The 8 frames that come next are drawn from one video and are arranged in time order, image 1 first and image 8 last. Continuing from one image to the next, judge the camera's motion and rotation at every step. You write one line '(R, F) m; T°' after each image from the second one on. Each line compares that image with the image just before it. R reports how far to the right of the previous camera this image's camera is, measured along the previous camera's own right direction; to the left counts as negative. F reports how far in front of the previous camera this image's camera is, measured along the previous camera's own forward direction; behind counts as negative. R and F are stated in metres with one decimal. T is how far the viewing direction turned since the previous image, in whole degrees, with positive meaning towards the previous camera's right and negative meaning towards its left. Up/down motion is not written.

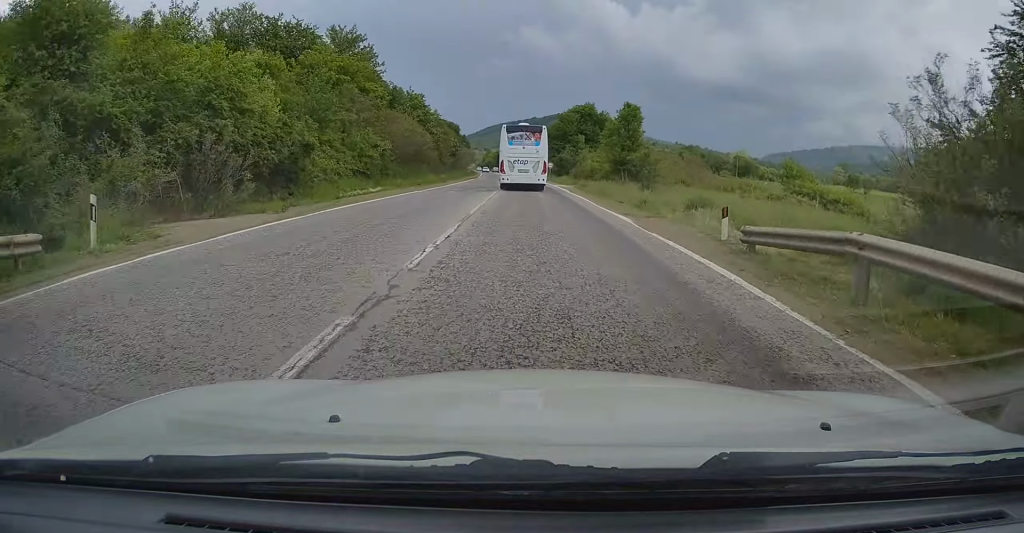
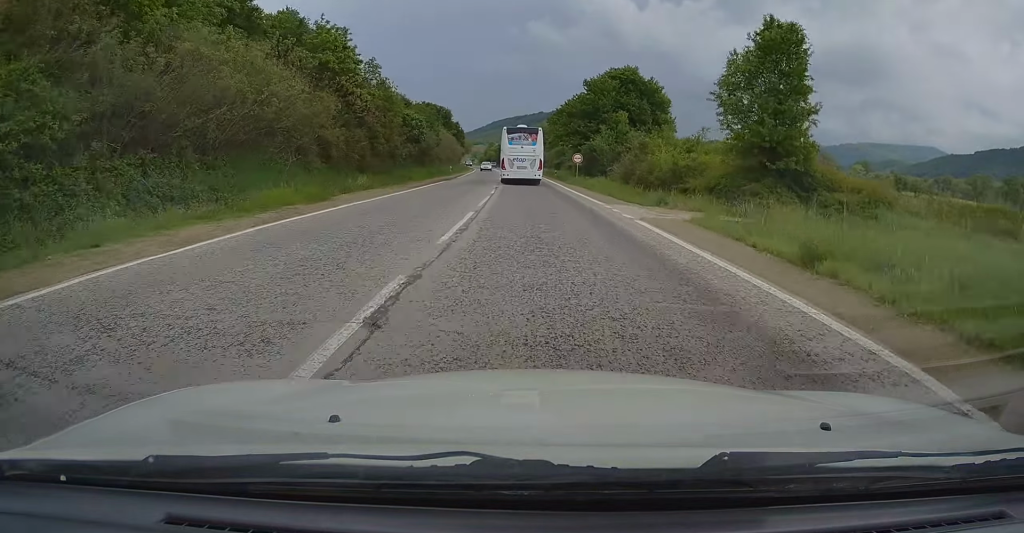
(-0.4, +34.1) m; -1°
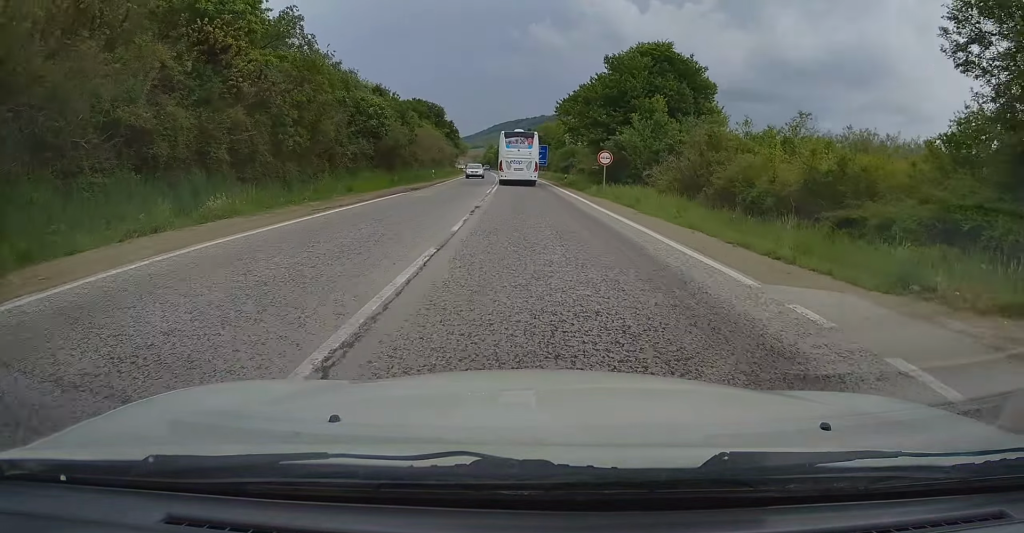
(0.0, +15.4) m; 0°
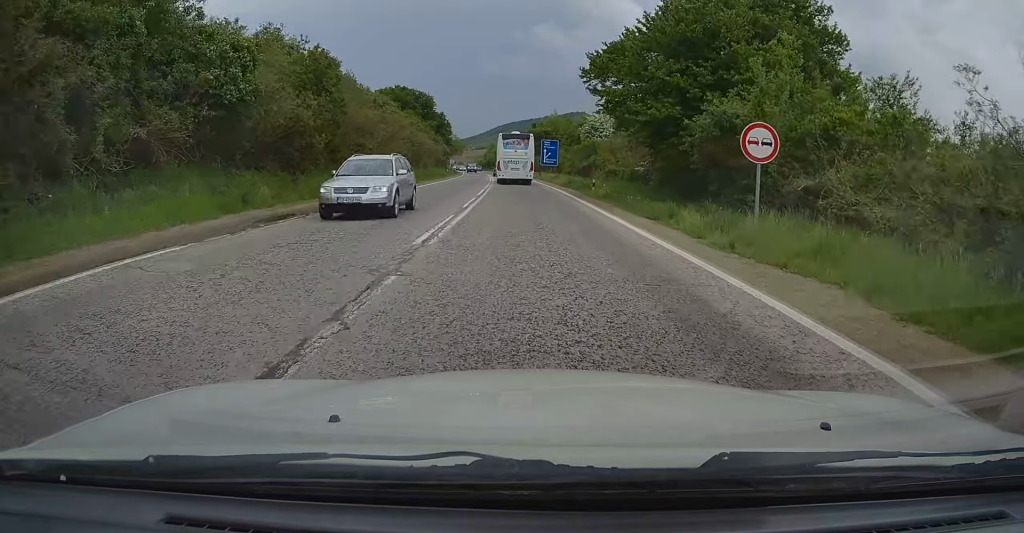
(0.0, +20.4) m; 0°
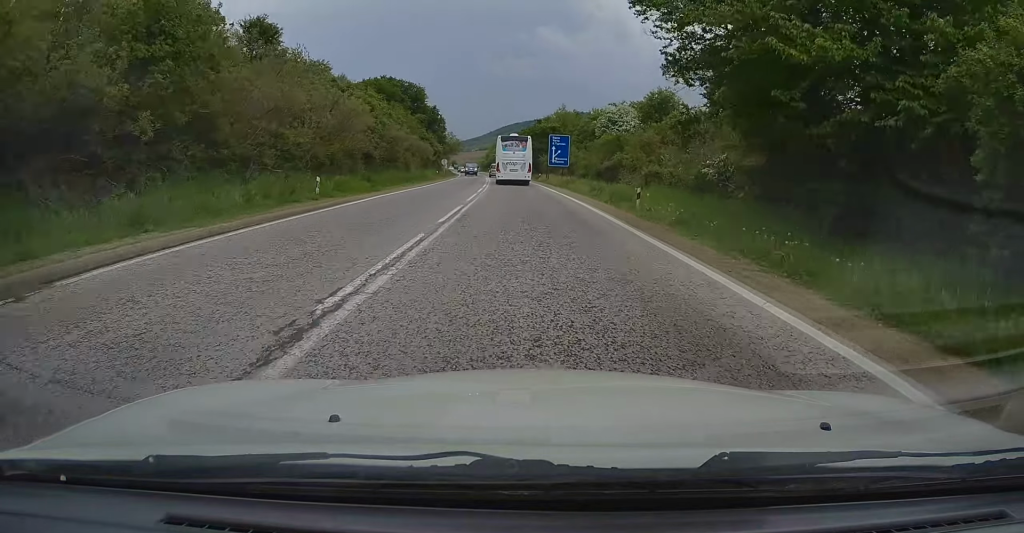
(-0.1, +13.2) m; 0°
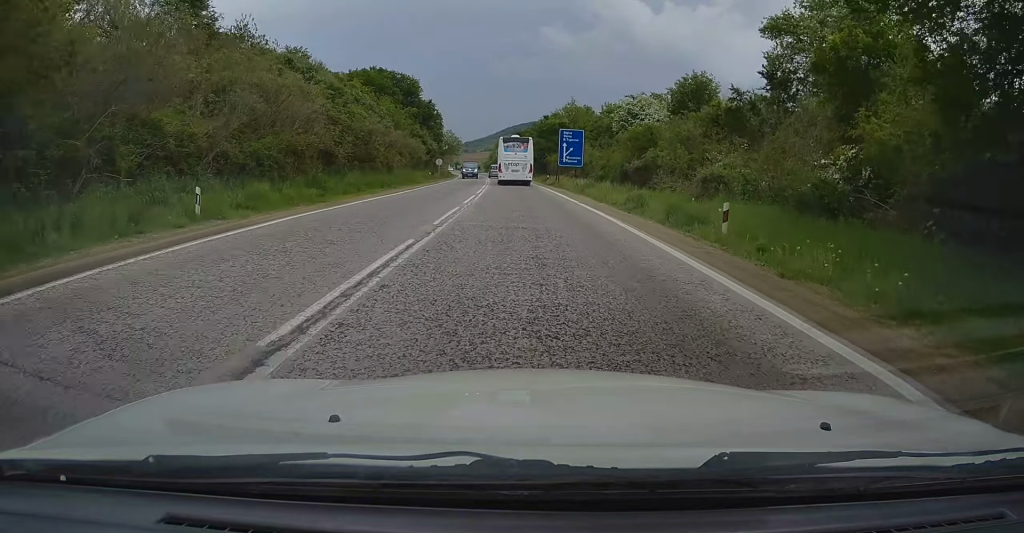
(+0.2, +9.6) m; 0°
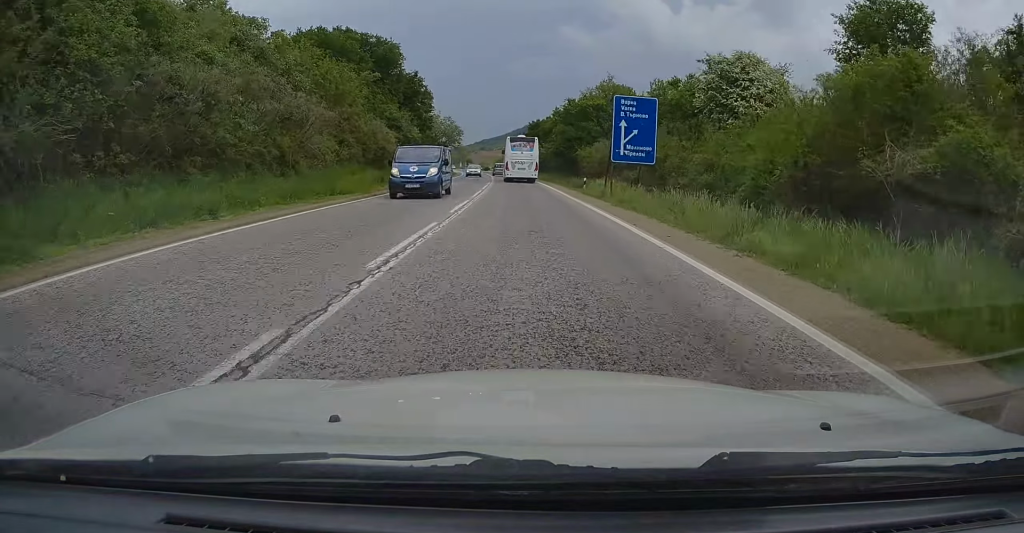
(-0.2, +24.1) m; -2°
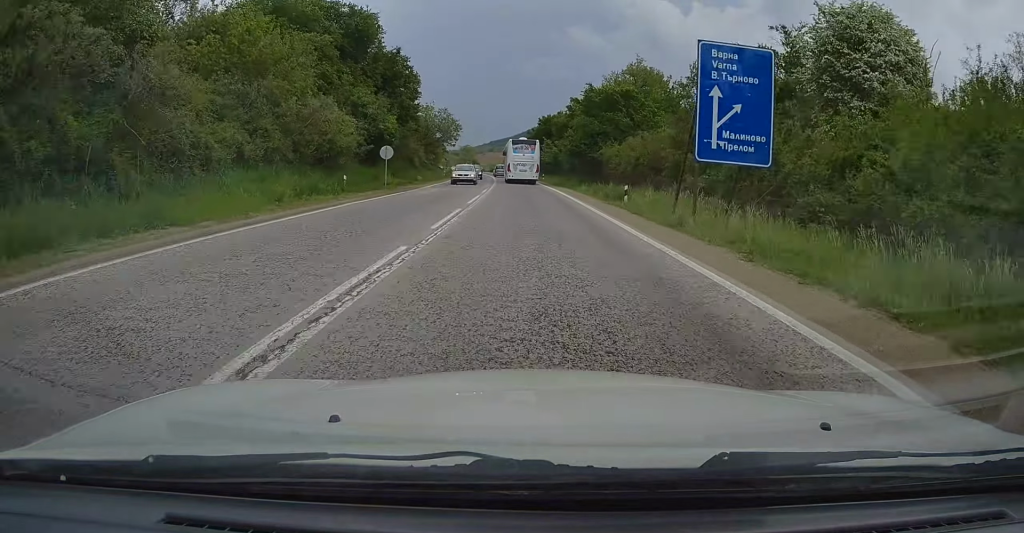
(-0.3, +13.2) m; -1°
